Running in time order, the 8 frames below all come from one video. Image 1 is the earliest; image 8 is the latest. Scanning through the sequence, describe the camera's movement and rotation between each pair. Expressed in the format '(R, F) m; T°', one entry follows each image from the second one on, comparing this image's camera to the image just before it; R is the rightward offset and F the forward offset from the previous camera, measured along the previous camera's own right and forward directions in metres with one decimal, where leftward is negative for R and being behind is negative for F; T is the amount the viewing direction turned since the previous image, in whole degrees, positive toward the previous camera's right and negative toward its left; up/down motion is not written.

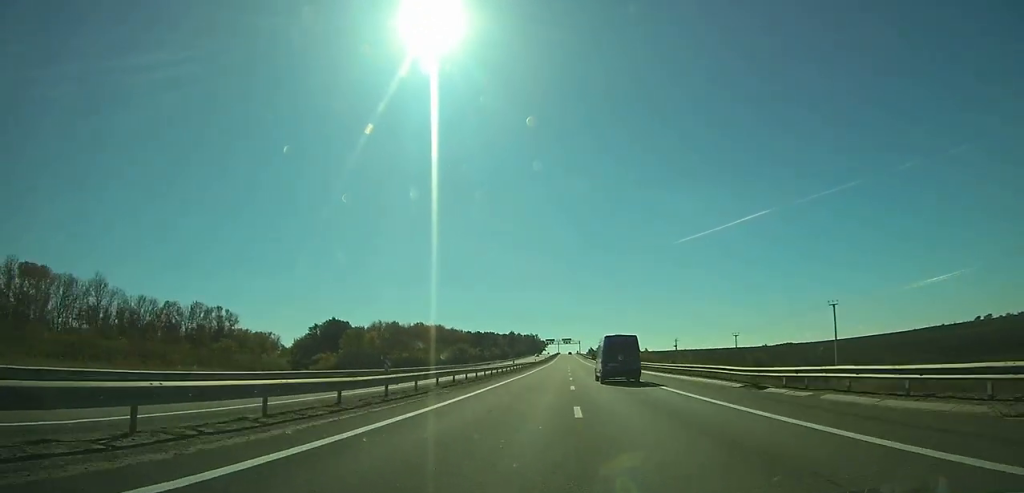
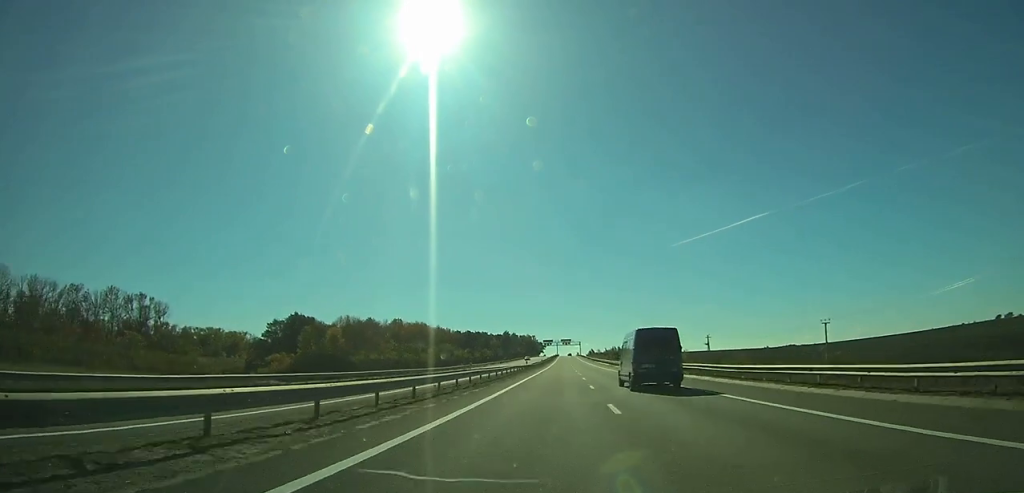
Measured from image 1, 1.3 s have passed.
(-0.1, +35.2) m; 0°
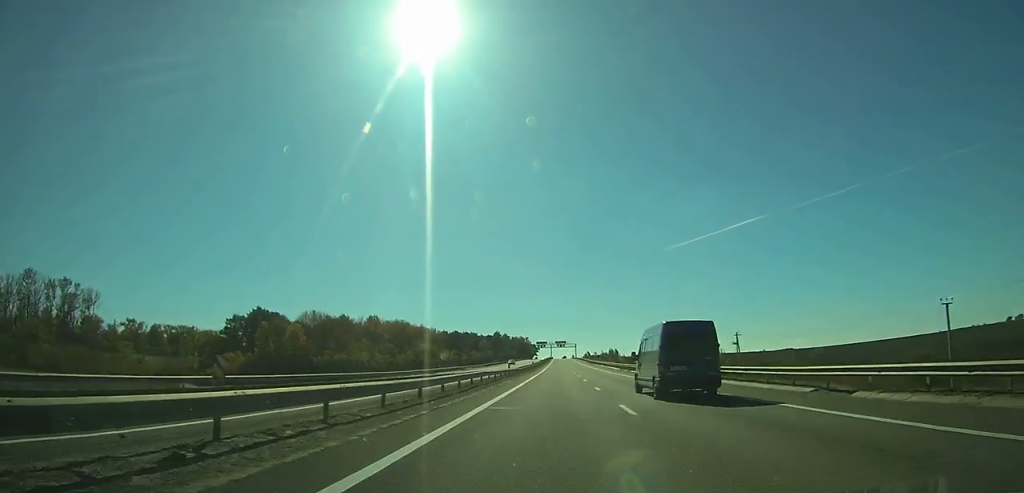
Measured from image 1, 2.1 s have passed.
(-0.1, +24.1) m; 0°
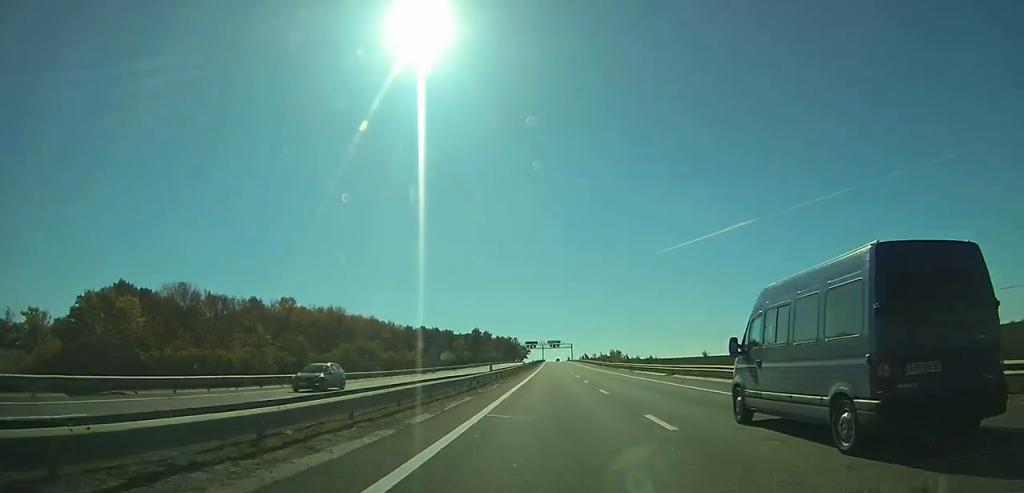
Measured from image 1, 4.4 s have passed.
(+0.6, +62.9) m; +1°
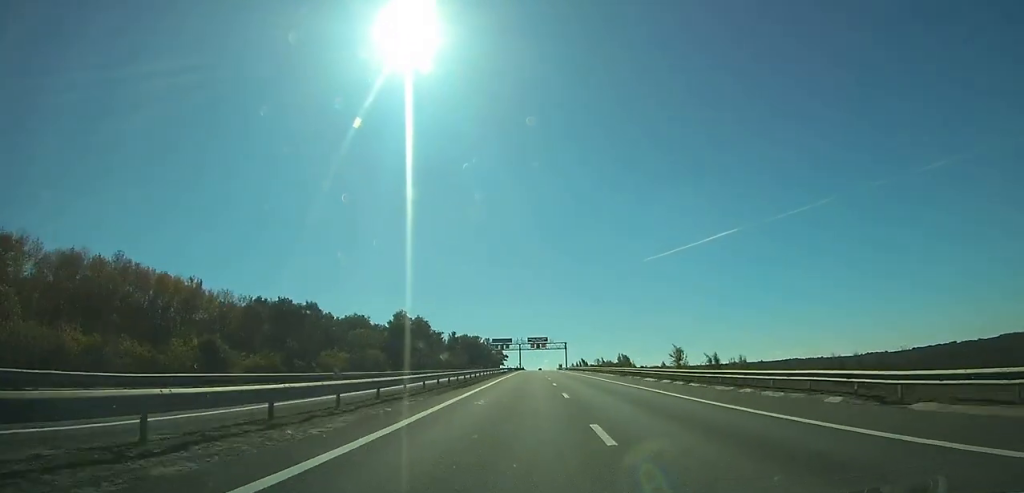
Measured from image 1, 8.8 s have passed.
(+1.0, +121.2) m; +1°
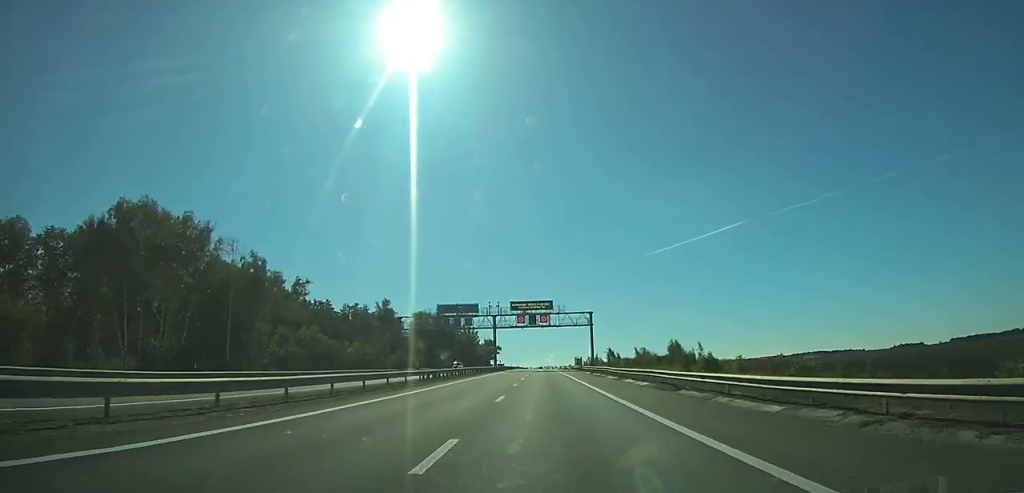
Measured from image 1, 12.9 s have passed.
(0.0, +110.4) m; 0°
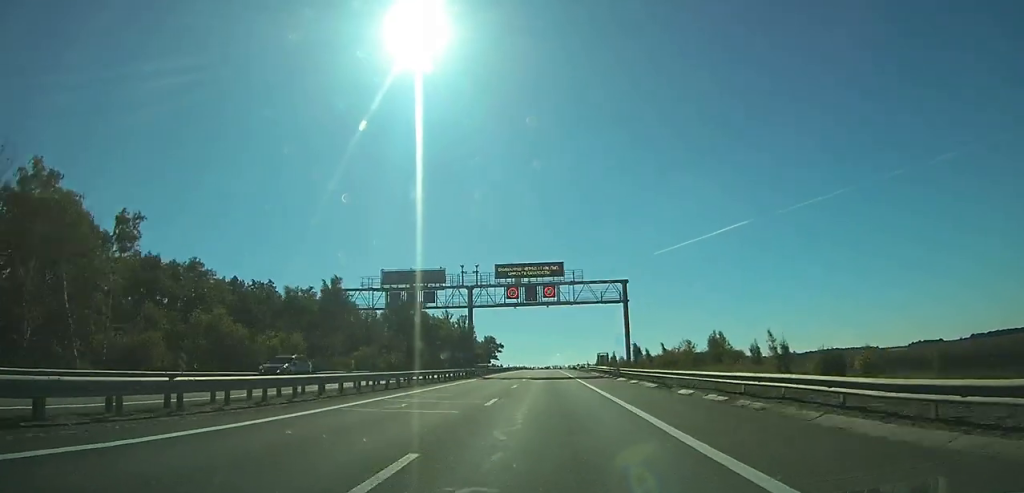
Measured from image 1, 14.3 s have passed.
(0.0, +37.7) m; 0°
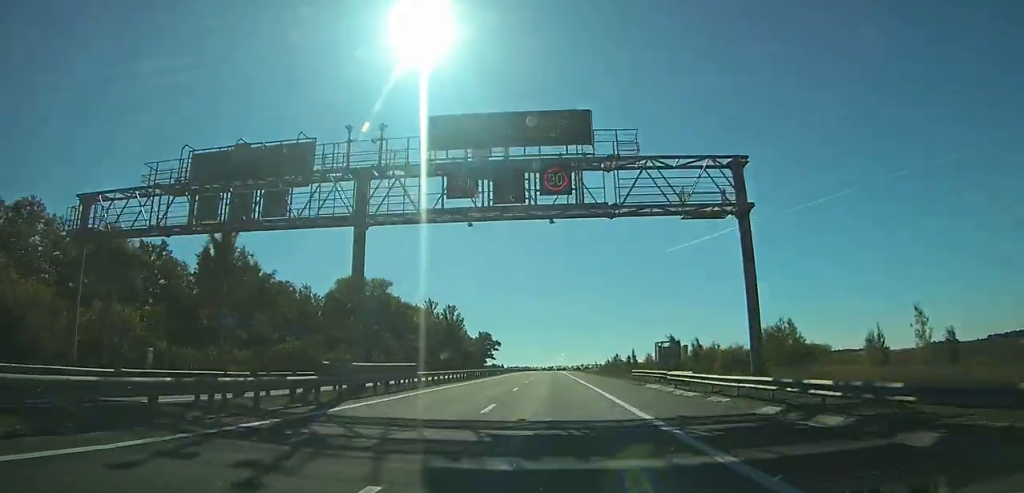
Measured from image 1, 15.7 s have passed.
(-0.1, +37.9) m; 0°
